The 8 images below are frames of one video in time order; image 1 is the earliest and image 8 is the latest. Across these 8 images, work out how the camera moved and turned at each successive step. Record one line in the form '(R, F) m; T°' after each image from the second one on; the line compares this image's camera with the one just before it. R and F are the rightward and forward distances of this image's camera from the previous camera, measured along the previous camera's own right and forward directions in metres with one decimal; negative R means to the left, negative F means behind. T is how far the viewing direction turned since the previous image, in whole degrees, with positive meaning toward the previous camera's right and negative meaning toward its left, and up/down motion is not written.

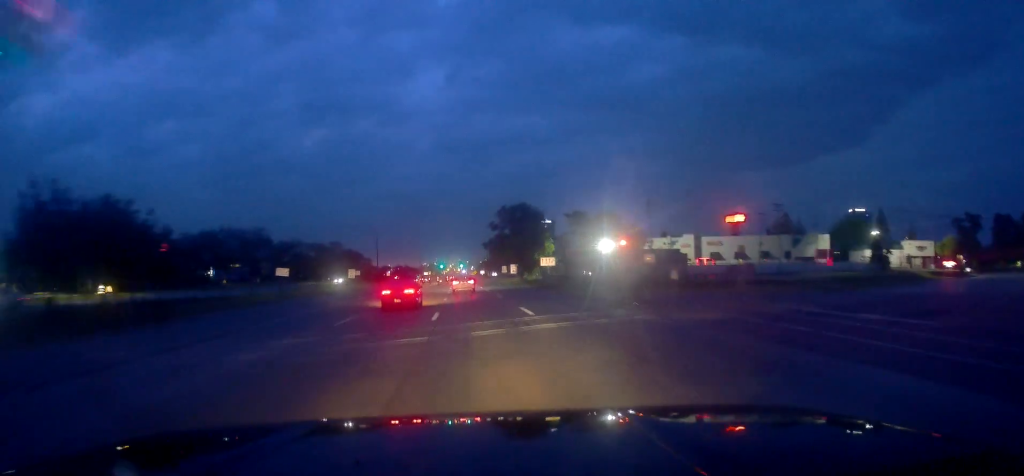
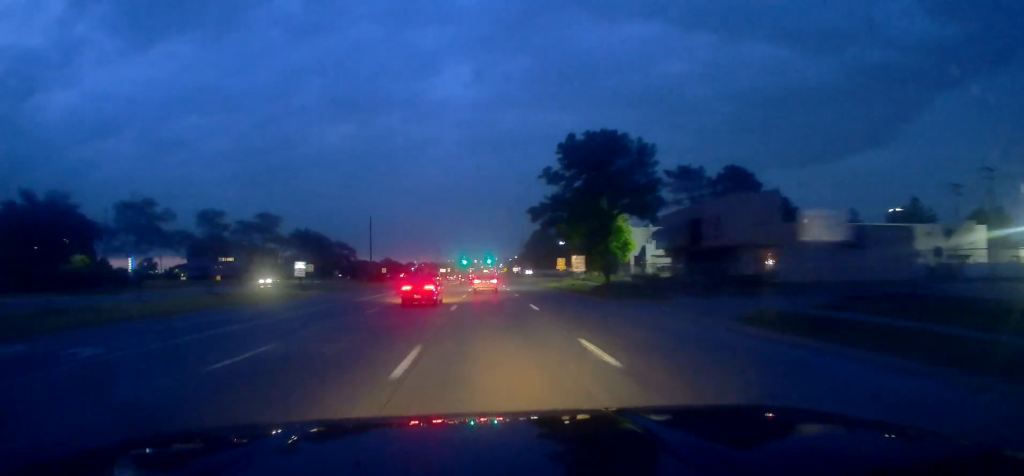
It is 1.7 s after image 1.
(-1.2, +43.6) m; -3°
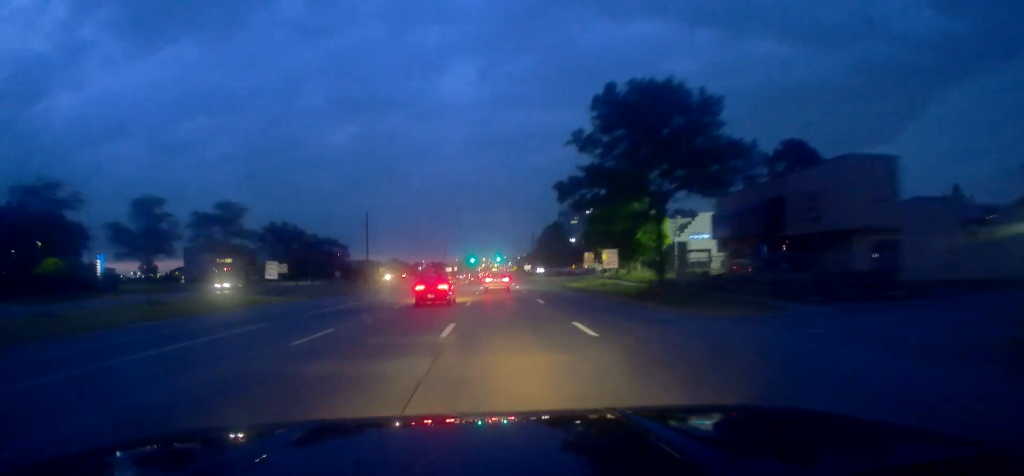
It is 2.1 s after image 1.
(0.0, +11.1) m; 0°
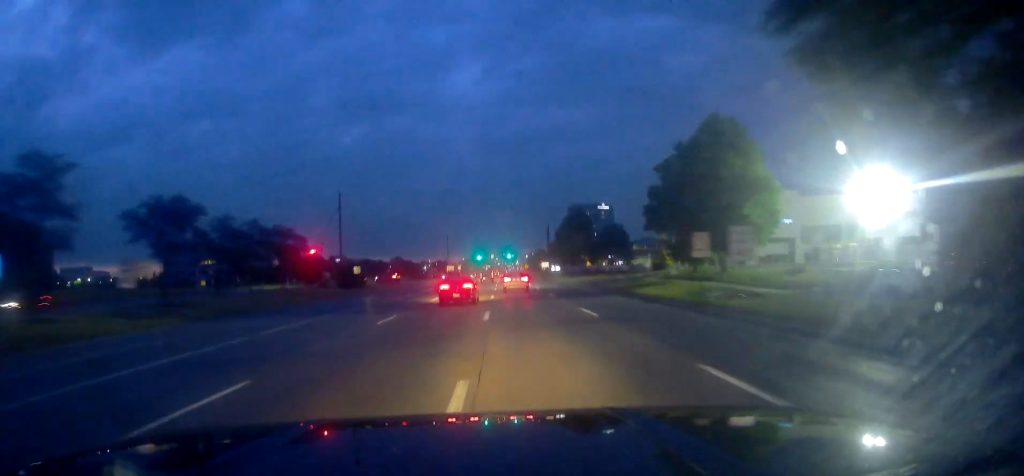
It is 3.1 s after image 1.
(0.0, +23.8) m; 0°
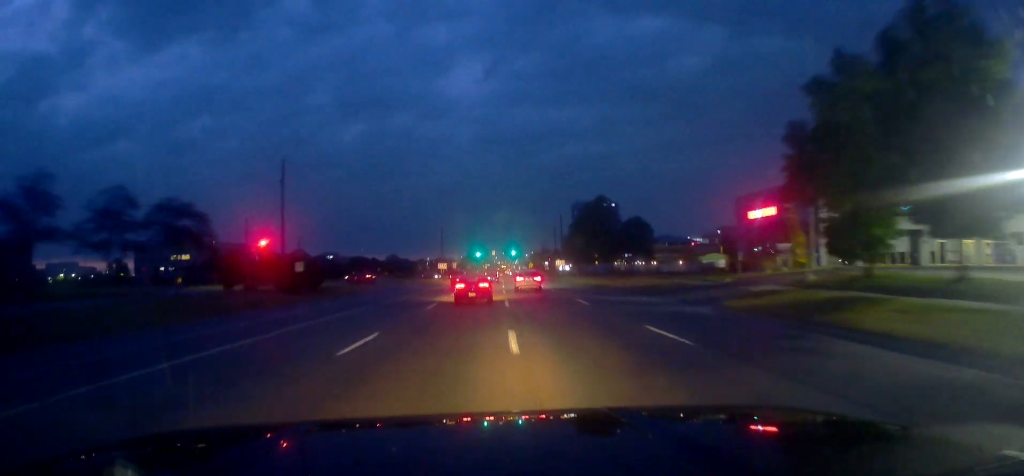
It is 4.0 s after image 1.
(0.0, +22.9) m; -1°
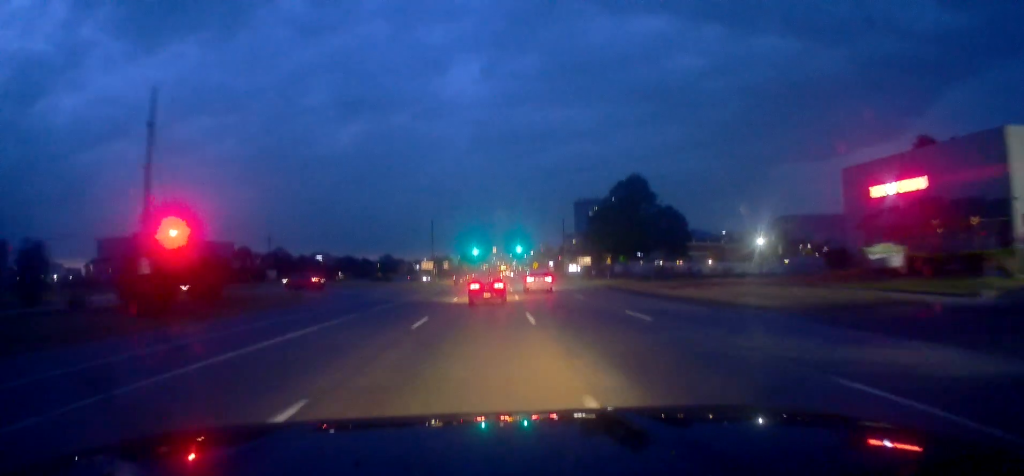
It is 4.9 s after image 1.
(-0.3, +23.7) m; 0°
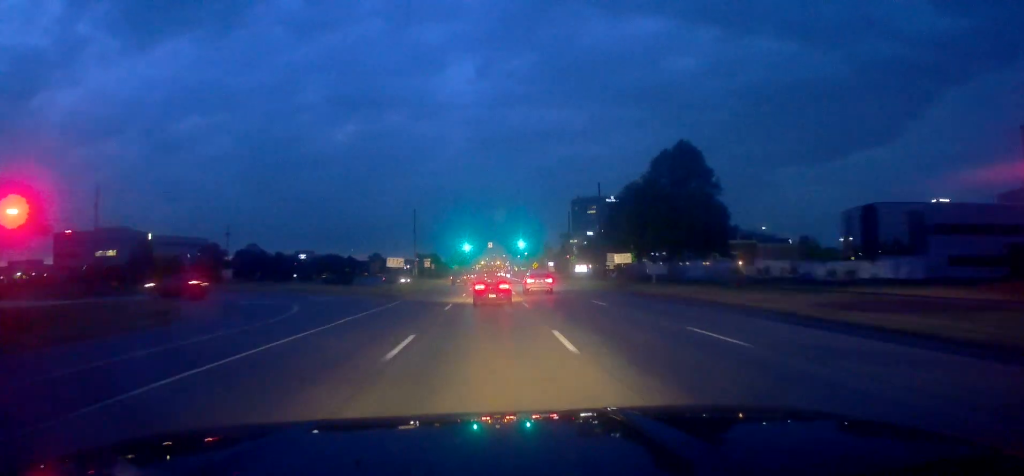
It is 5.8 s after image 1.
(+0.2, +22.6) m; +1°
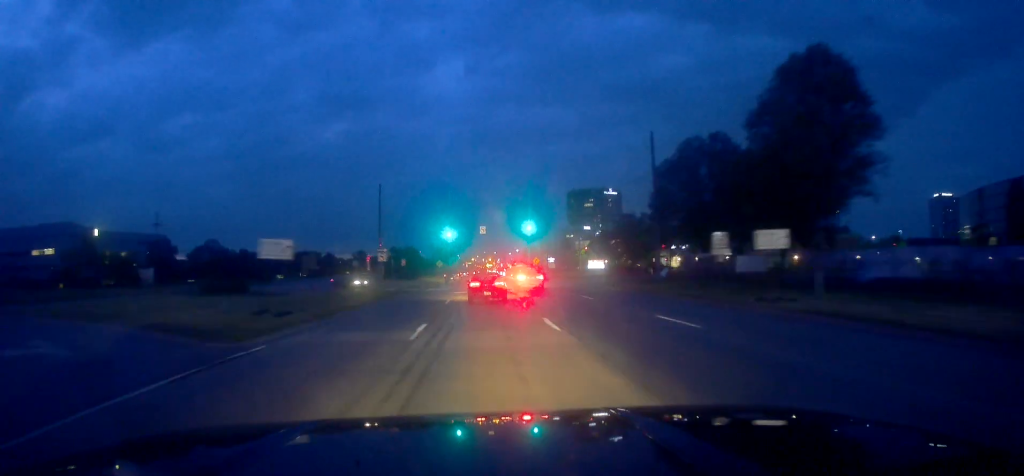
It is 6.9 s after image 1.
(+0.2, +26.9) m; +1°
